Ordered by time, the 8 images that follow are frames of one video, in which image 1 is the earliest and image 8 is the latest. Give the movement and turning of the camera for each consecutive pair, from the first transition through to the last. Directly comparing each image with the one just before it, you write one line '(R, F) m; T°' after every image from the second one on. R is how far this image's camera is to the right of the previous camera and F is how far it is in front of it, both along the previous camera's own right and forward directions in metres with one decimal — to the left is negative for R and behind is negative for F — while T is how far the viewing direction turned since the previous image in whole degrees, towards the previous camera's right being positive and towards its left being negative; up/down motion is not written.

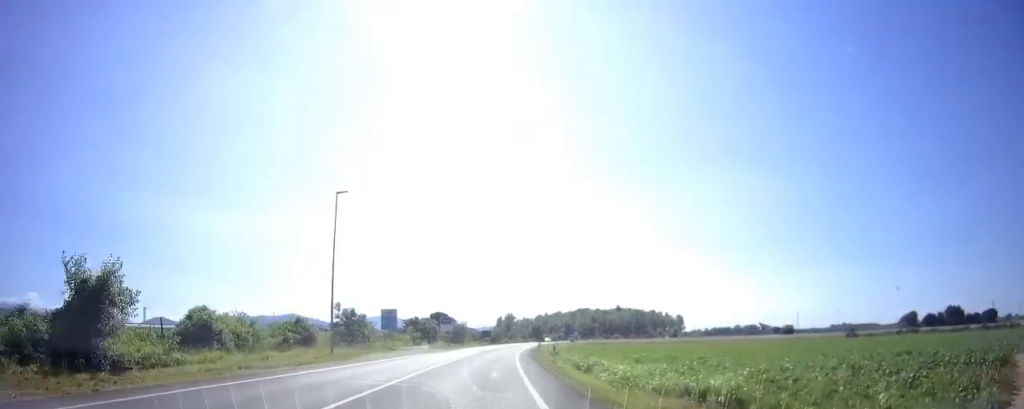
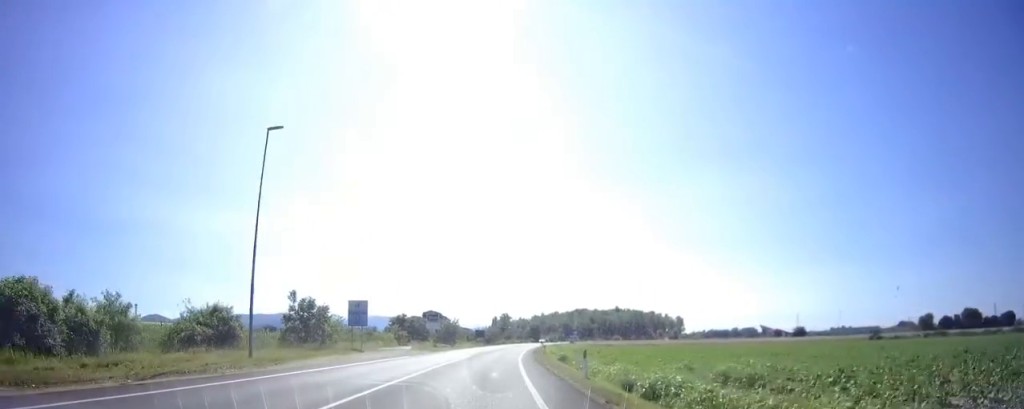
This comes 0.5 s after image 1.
(0.0, +10.1) m; 0°
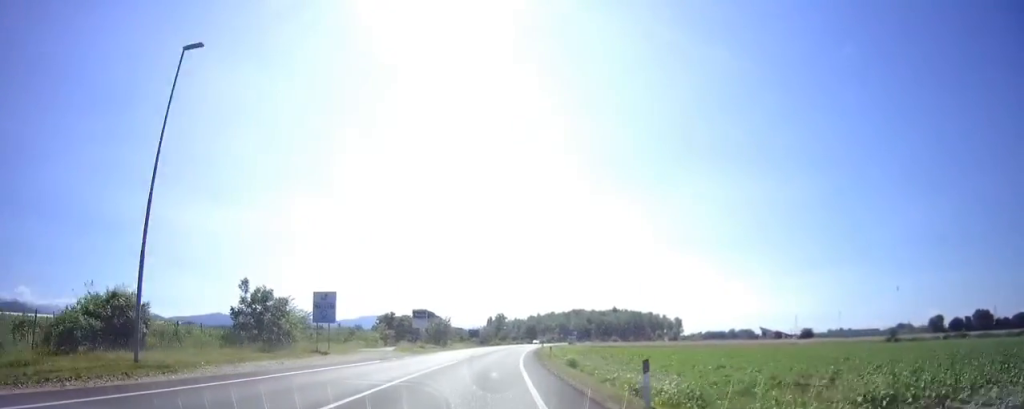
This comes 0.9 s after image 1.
(0.0, +7.6) m; 0°
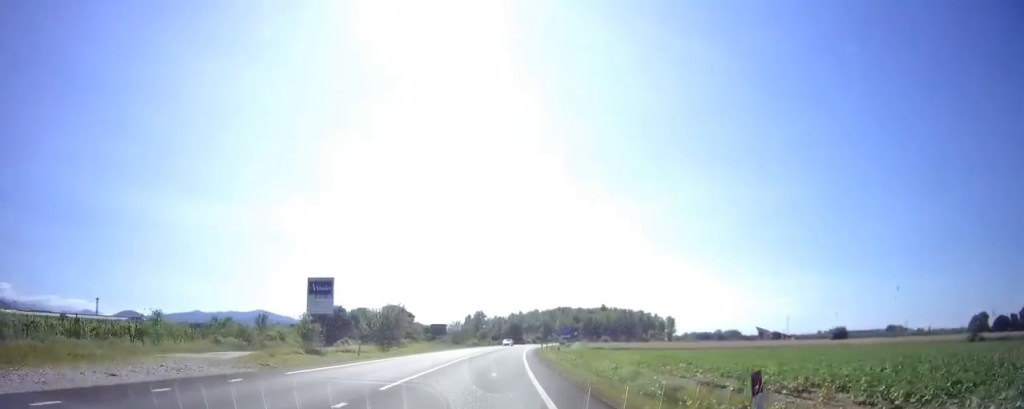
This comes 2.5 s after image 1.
(+0.6, +29.6) m; +3°
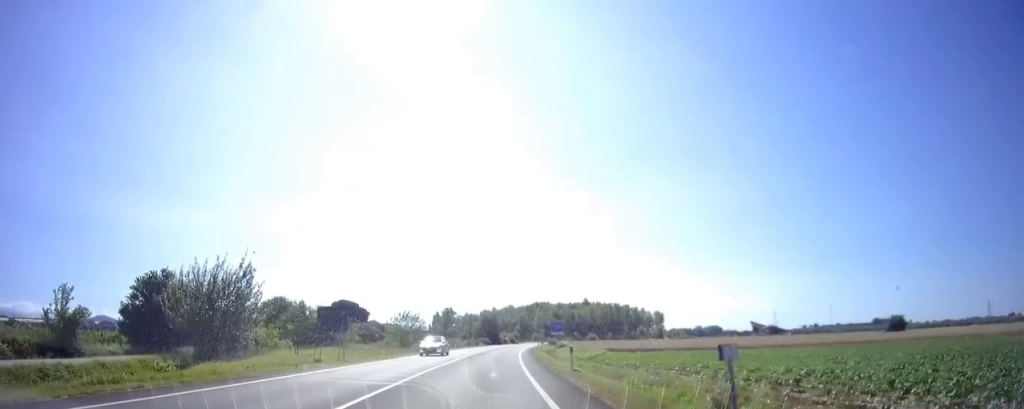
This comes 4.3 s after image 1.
(+0.6, +34.1) m; +2°
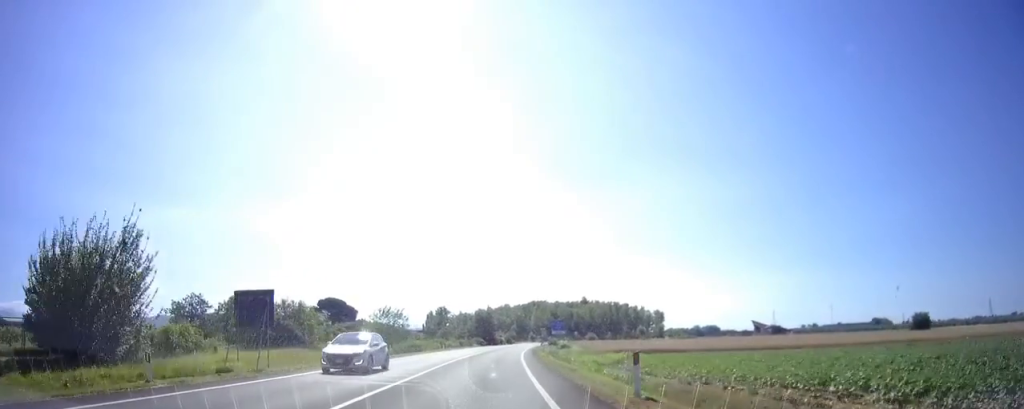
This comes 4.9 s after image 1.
(0.0, +10.2) m; +1°
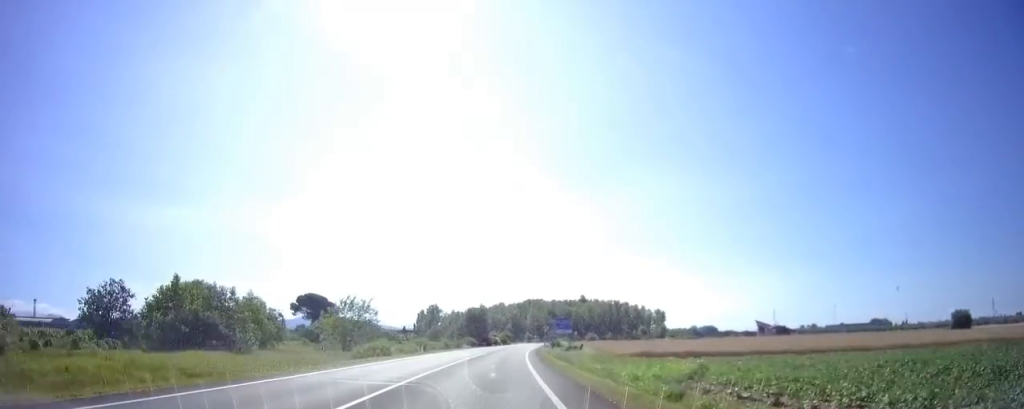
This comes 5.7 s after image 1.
(+0.4, +13.6) m; +1°
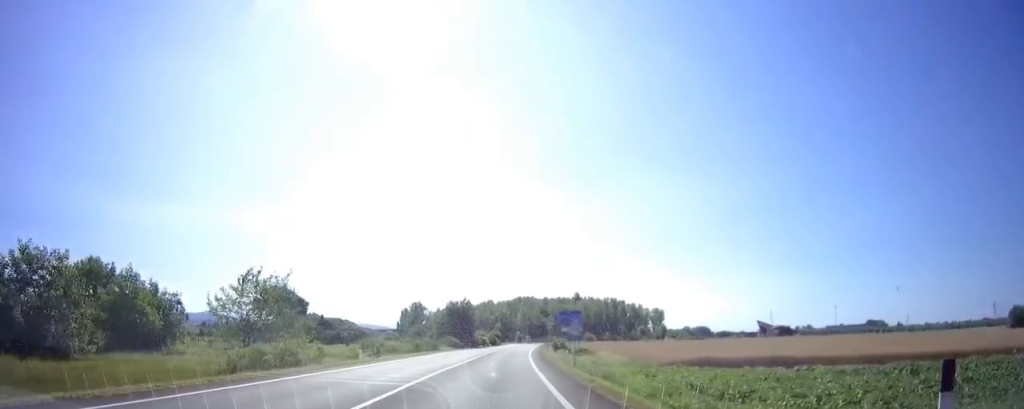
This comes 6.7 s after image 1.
(-0.2, +17.7) m; +1°
